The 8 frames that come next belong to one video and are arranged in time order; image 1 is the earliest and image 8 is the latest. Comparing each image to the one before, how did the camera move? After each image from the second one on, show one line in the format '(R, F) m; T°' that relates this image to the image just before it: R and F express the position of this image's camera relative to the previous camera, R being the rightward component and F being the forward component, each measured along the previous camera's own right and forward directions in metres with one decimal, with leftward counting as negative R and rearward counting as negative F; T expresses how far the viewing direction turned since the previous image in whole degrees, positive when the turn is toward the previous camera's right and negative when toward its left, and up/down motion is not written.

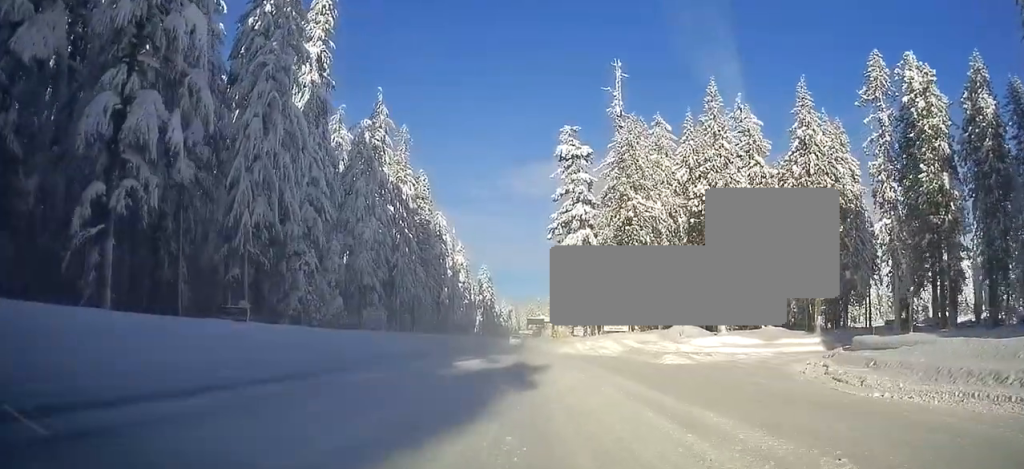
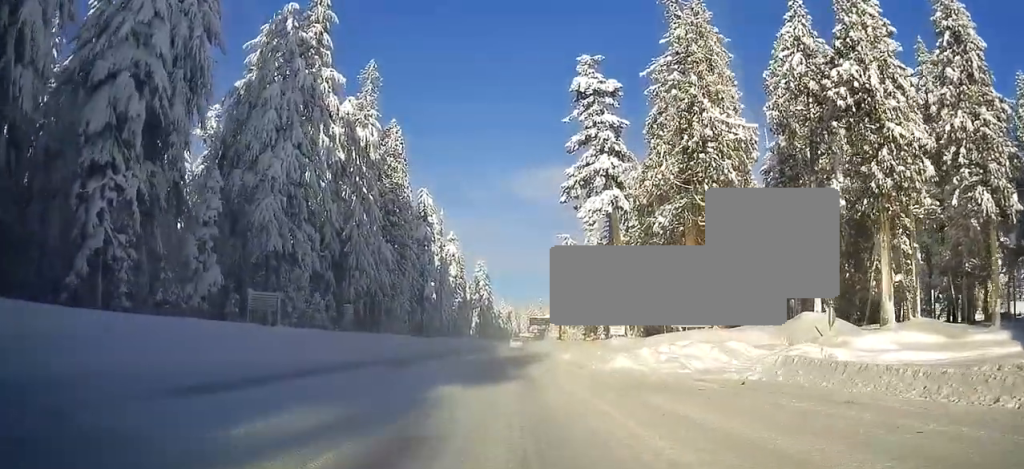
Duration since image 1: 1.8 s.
(-0.5, +30.6) m; 0°
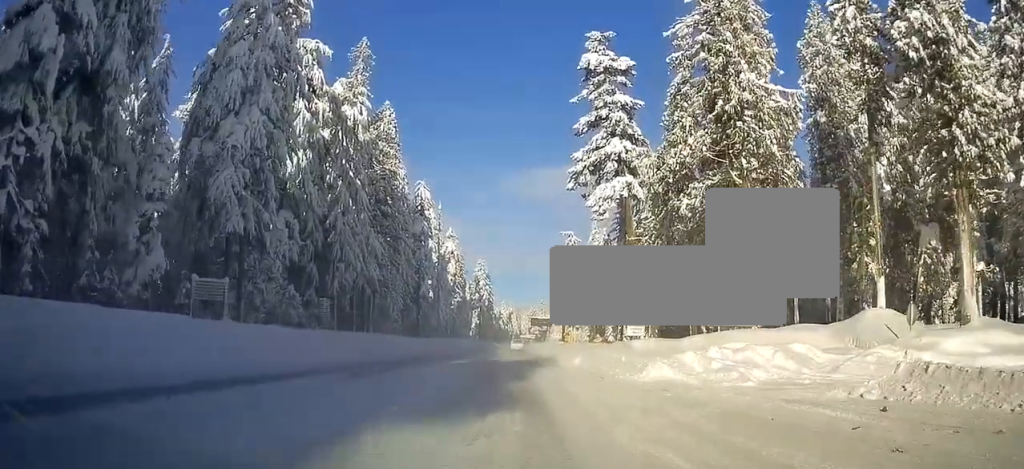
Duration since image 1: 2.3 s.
(+0.3, +7.6) m; 0°
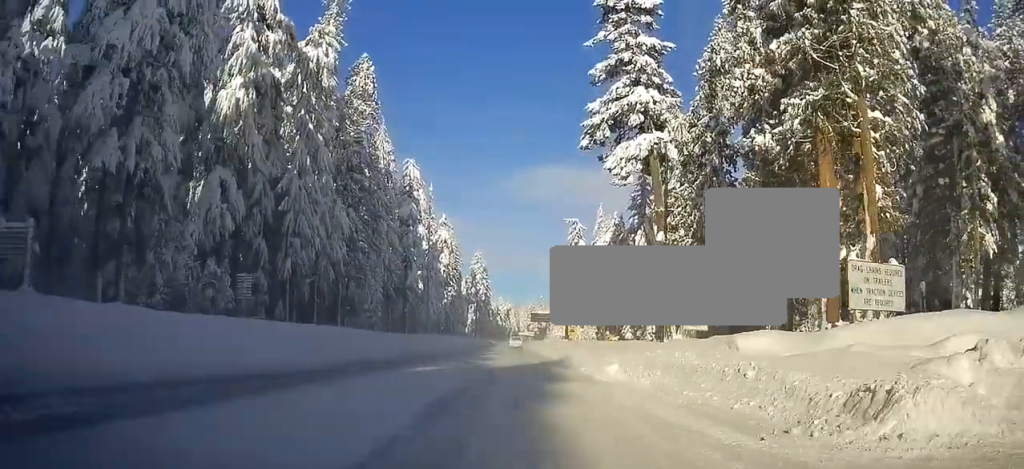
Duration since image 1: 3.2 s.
(0.0, +14.9) m; -1°
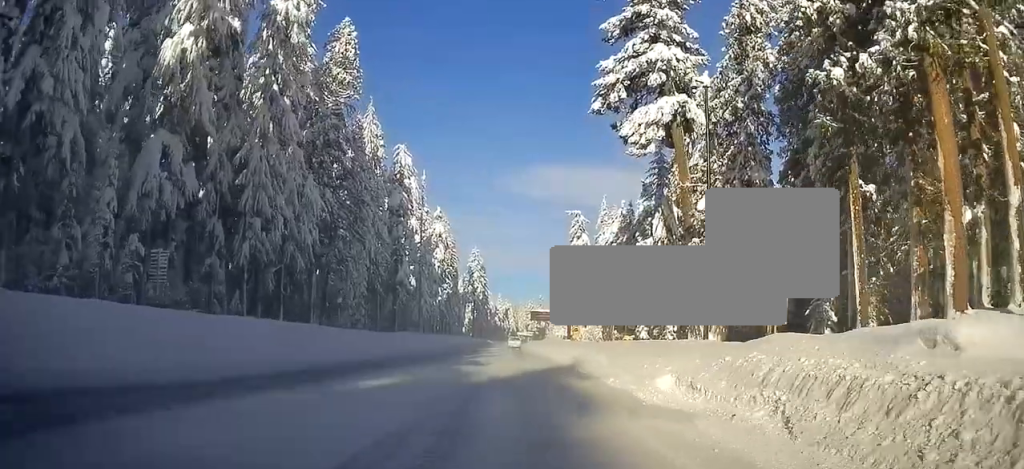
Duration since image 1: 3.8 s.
(-0.2, +9.2) m; -1°
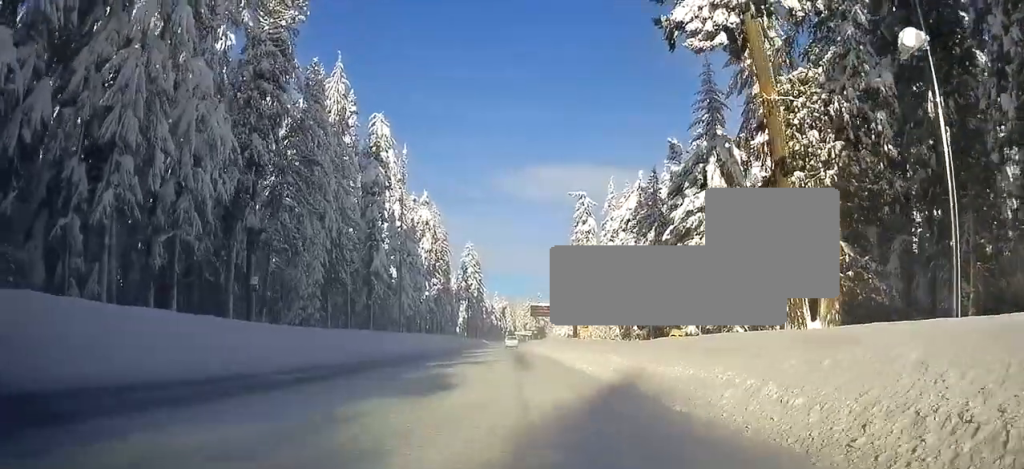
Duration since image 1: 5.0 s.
(+0.1, +17.6) m; +1°
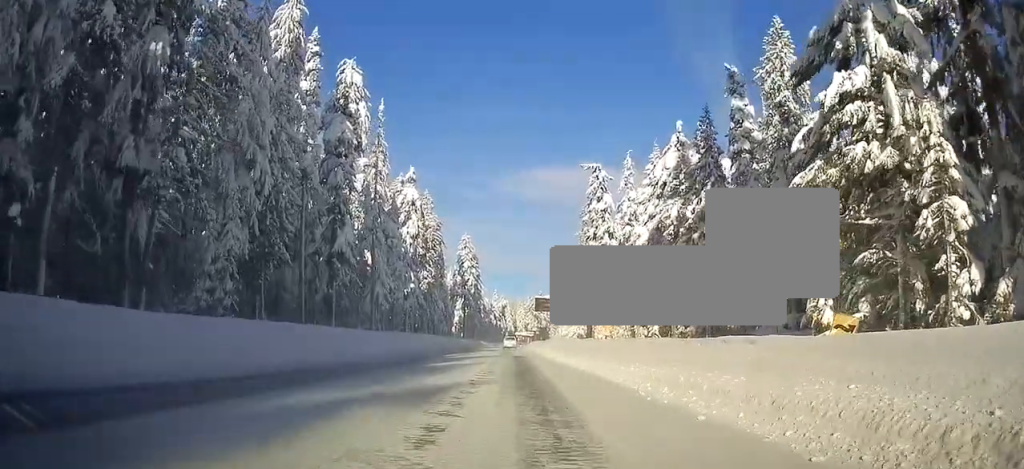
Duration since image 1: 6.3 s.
(+0.3, +19.6) m; 0°
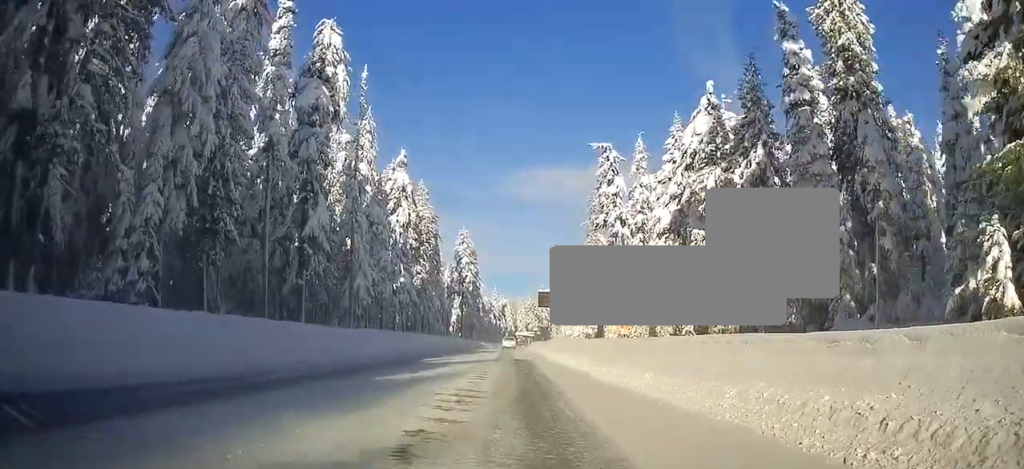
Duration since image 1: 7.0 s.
(0.0, +10.5) m; 0°
